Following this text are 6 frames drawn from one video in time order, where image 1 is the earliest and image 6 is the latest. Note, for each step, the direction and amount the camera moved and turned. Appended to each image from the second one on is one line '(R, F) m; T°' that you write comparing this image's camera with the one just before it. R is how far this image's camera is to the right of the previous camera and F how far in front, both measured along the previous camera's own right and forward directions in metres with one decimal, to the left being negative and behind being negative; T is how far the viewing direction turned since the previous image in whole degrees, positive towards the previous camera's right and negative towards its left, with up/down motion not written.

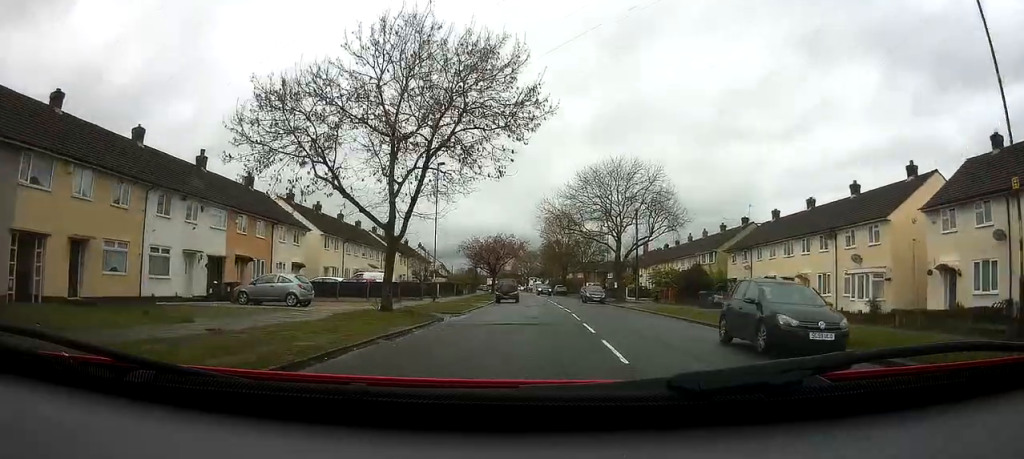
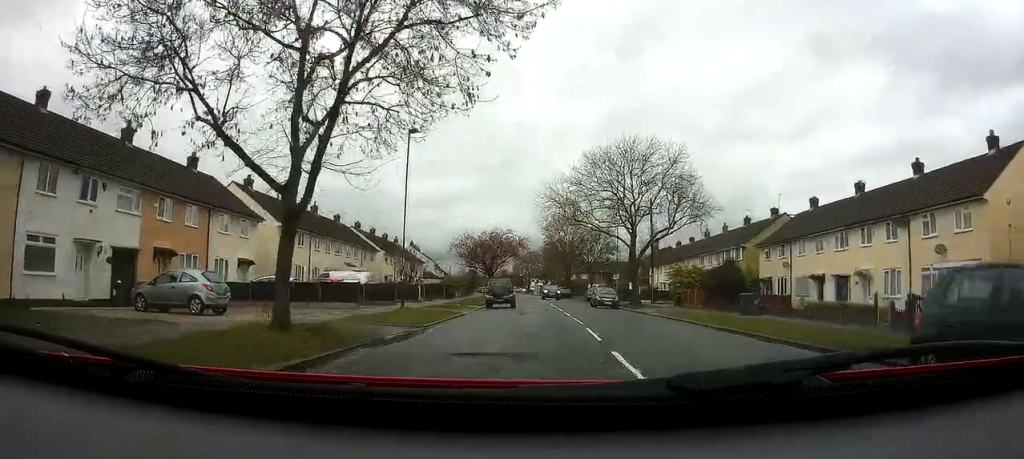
(+0.4, +7.6) m; 0°
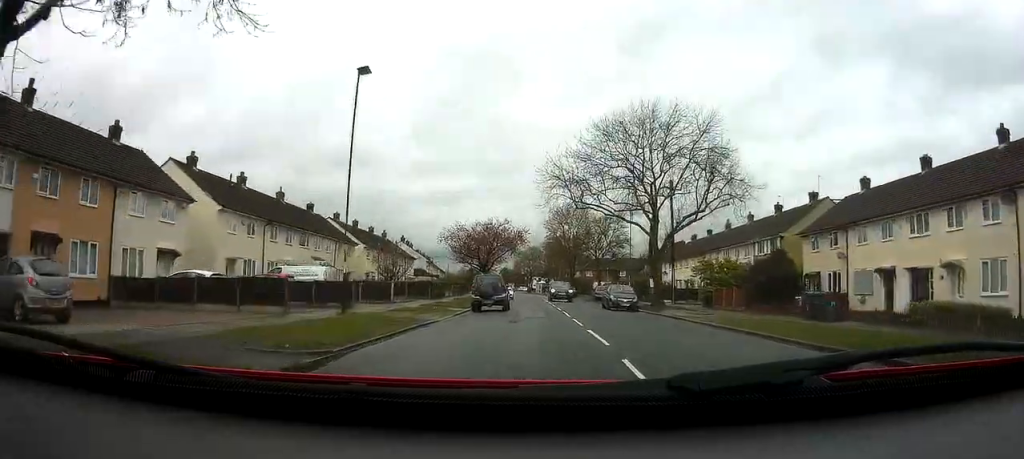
(-0.1, +7.7) m; -1°
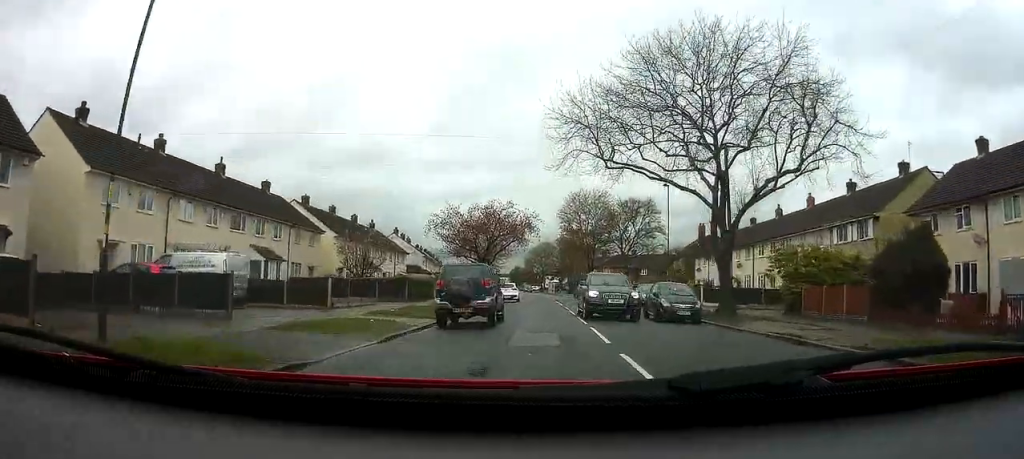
(-0.2, +11.6) m; -3°
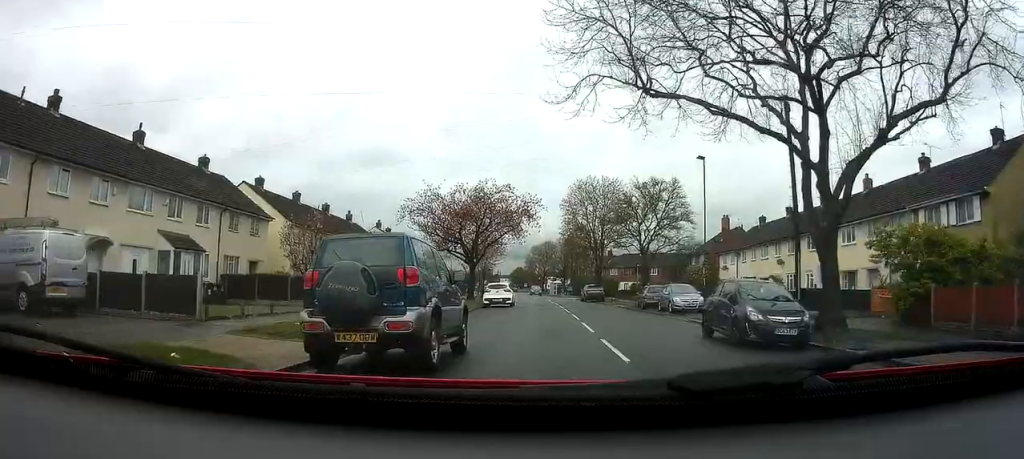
(-0.4, +9.3) m; 0°
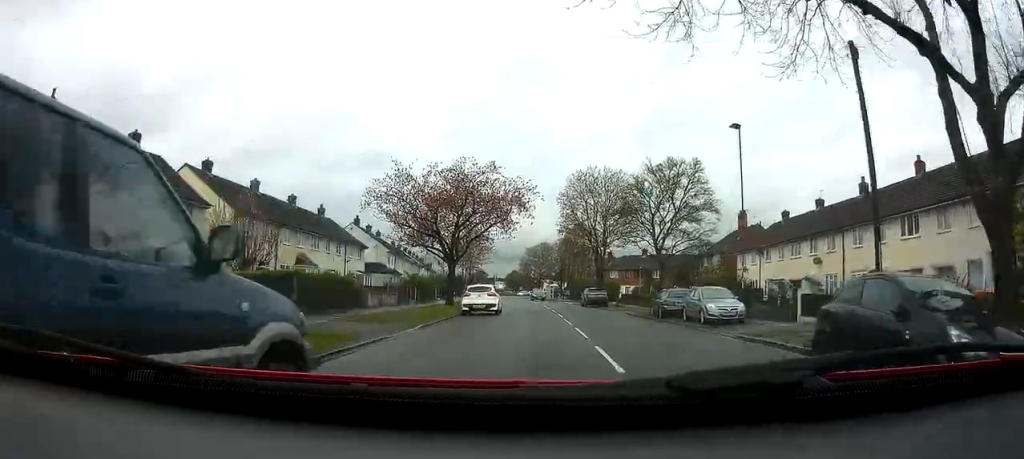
(+0.3, +6.6) m; +2°
